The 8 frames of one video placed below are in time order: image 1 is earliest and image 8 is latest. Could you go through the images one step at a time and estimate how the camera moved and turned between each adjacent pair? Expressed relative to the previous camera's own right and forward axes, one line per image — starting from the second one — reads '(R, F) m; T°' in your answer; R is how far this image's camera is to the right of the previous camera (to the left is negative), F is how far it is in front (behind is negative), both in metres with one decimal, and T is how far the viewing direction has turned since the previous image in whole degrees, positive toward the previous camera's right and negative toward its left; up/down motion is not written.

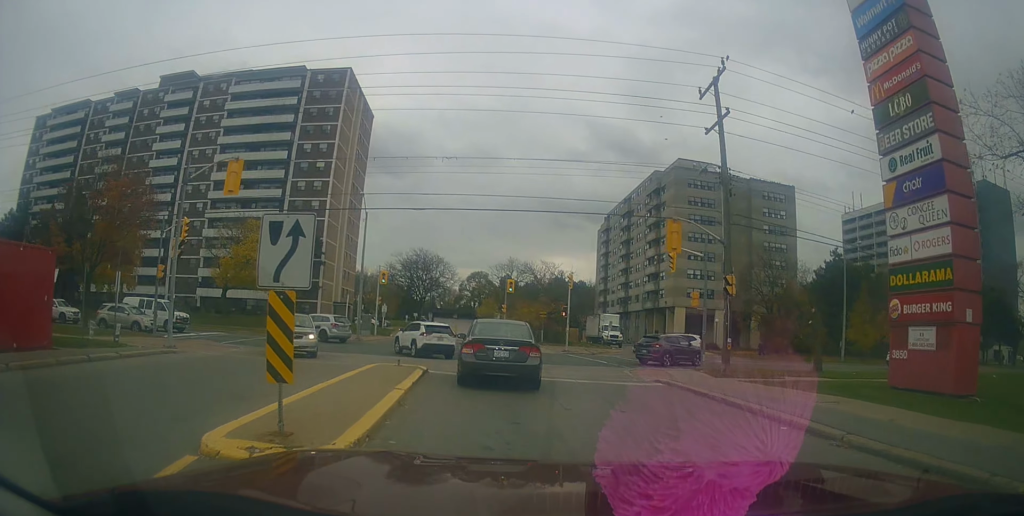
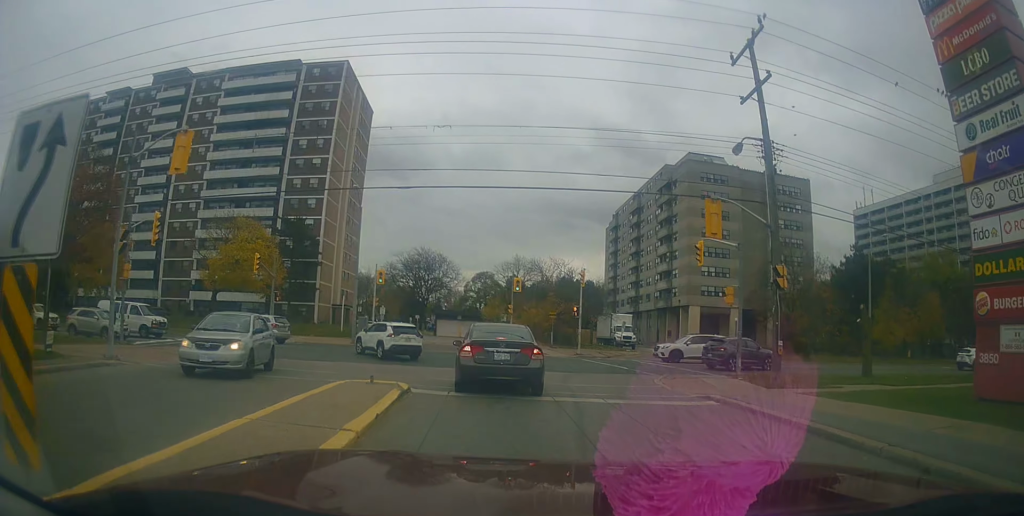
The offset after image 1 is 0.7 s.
(+0.3, +3.7) m; -4°
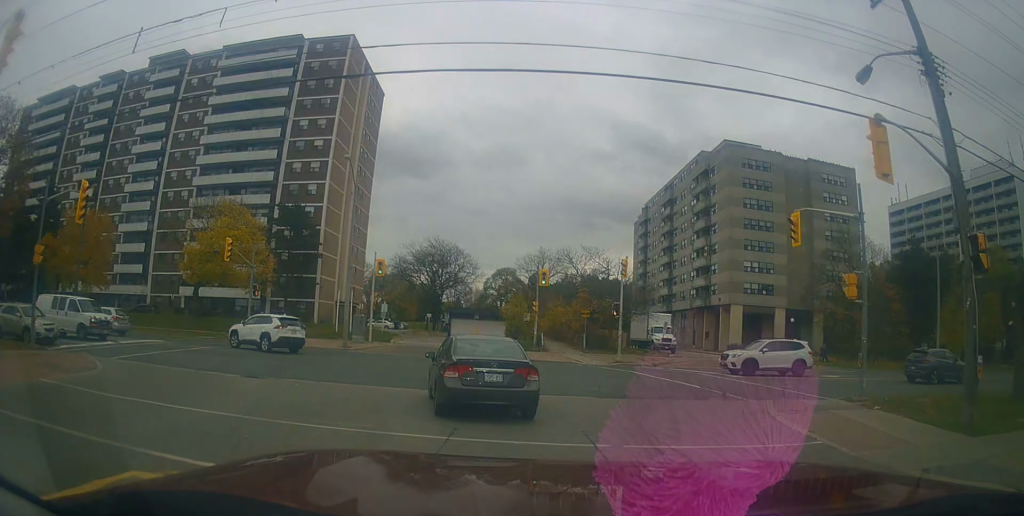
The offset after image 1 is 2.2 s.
(-1.0, +7.6) m; -7°
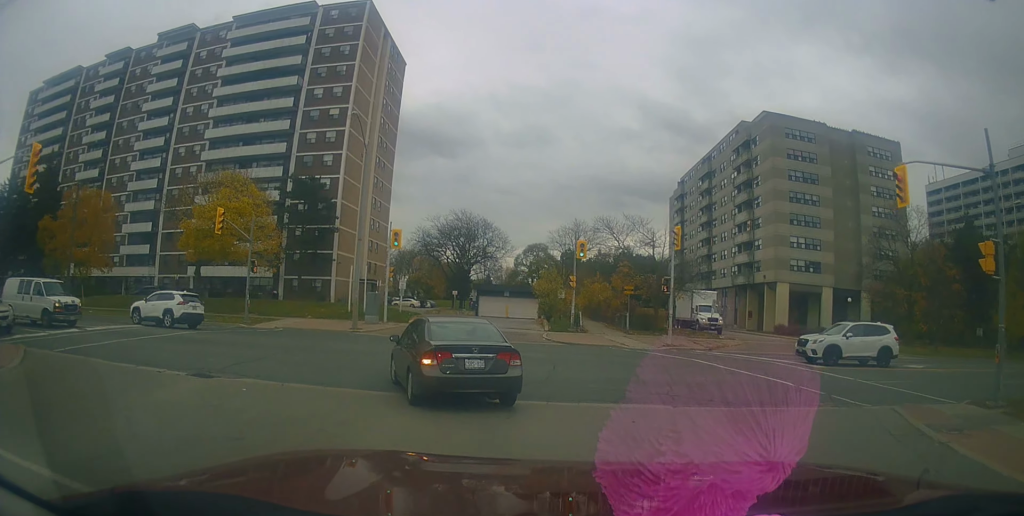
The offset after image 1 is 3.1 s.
(+0.1, +4.6) m; -1°
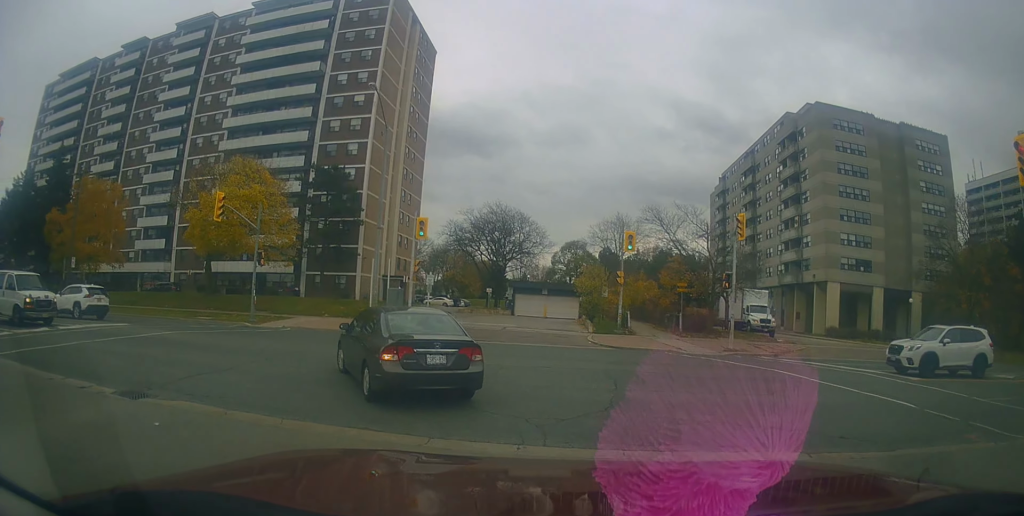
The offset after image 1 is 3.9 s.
(-0.2, +4.0) m; -5°
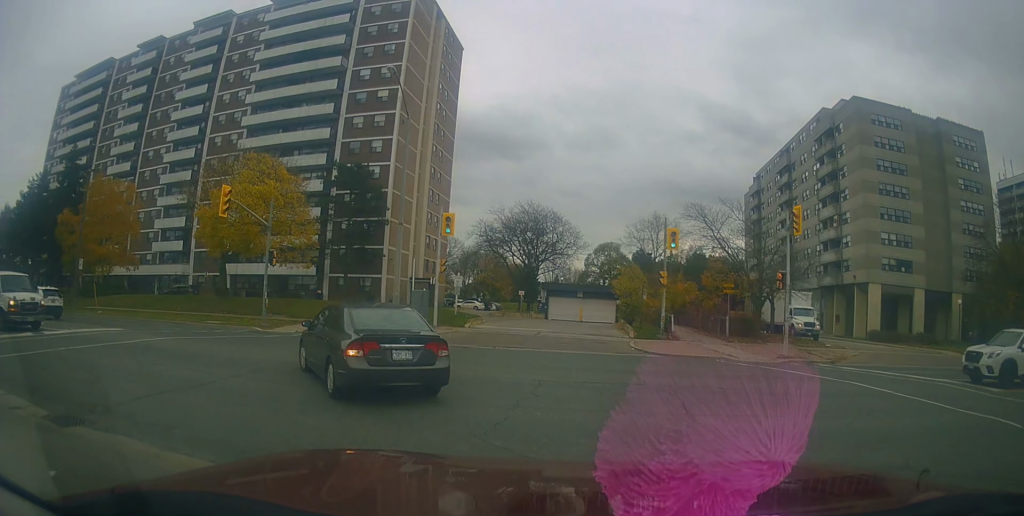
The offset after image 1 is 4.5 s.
(+0.1, +2.6) m; -8°
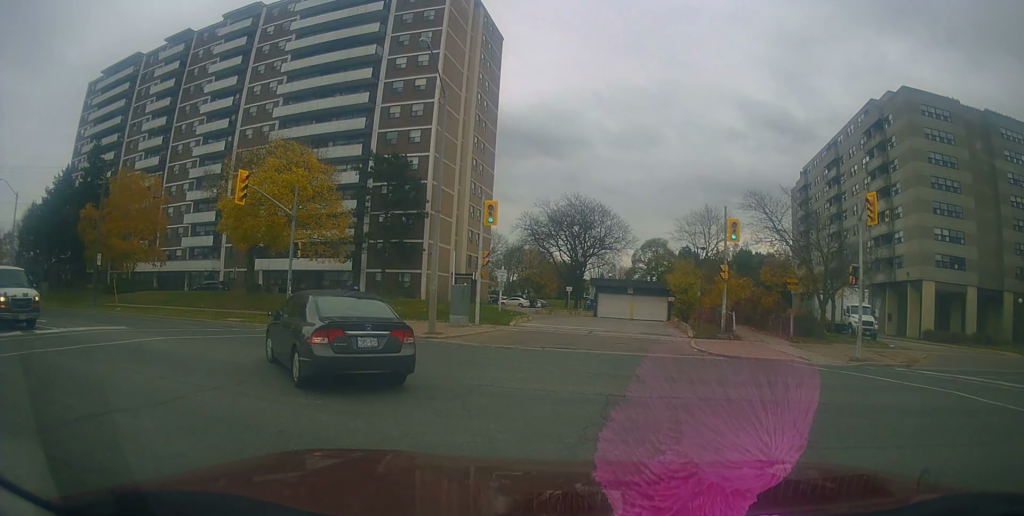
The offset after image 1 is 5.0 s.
(-0.1, +2.5) m; -8°
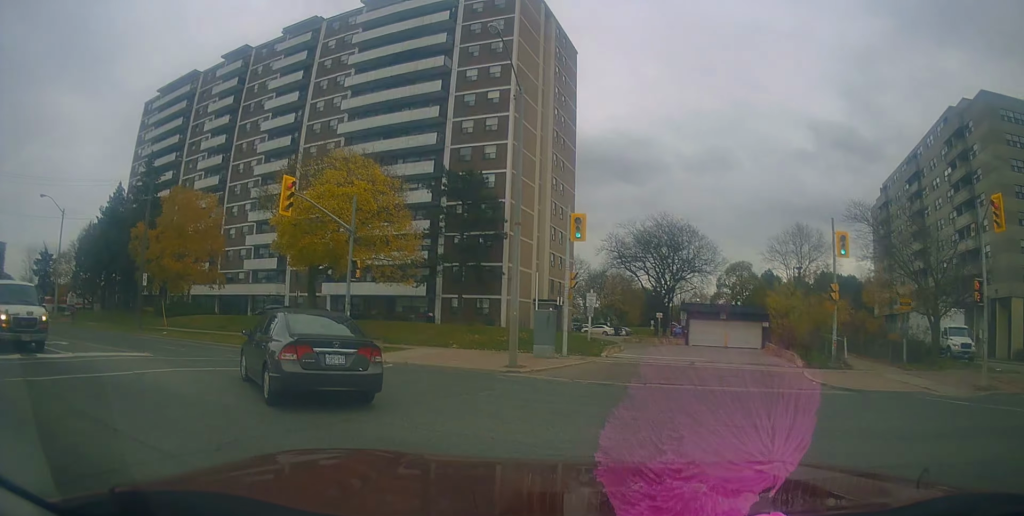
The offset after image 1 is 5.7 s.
(-0.7, +3.2) m; -9°
